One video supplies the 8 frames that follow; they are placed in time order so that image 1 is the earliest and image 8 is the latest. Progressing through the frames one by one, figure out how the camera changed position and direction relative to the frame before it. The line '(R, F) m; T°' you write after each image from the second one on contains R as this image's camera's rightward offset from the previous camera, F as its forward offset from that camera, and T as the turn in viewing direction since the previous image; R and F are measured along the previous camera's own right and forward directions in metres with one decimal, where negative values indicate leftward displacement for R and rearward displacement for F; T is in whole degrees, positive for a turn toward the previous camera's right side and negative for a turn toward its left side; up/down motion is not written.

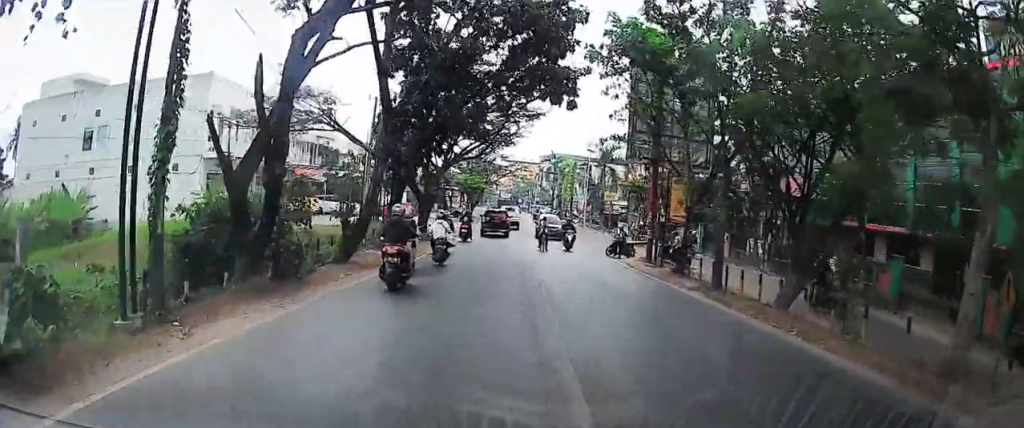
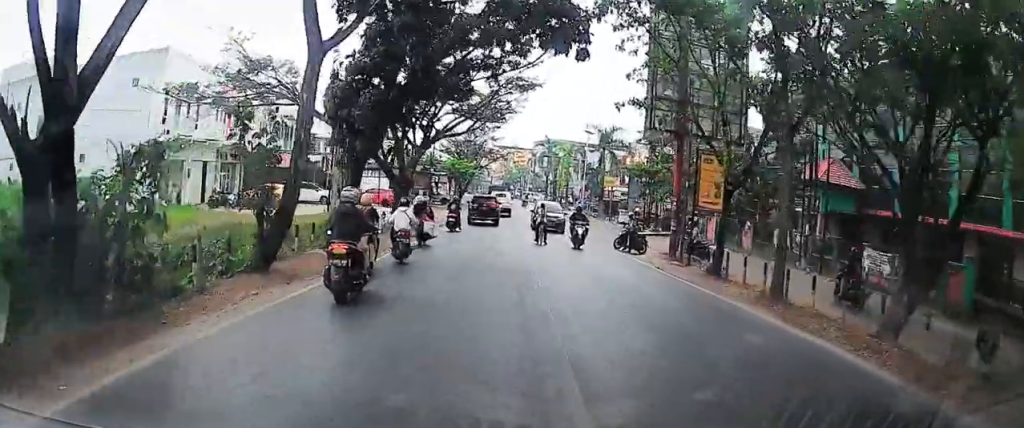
(0.0, +6.0) m; +1°
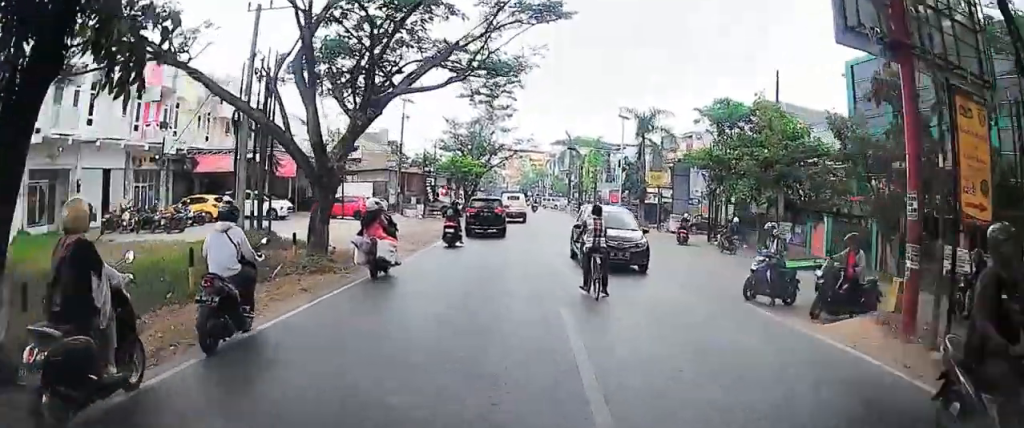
(+0.5, +17.4) m; 0°
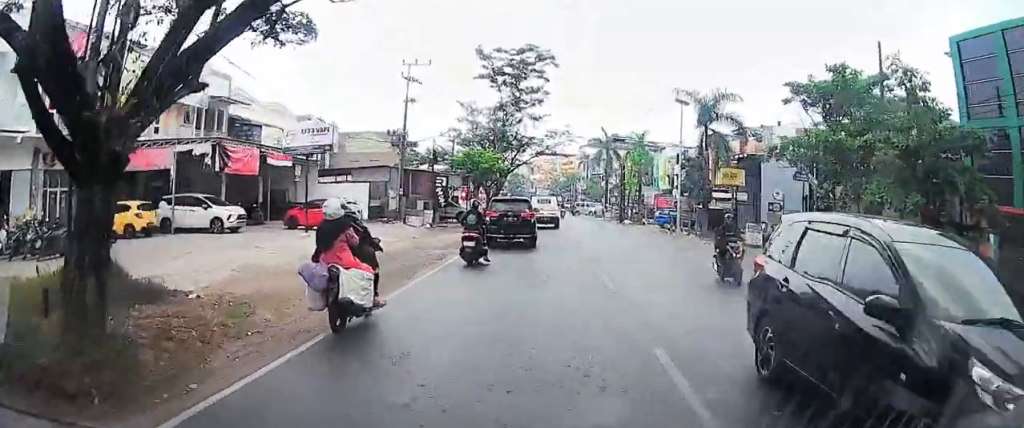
(-0.4, +13.5) m; -2°
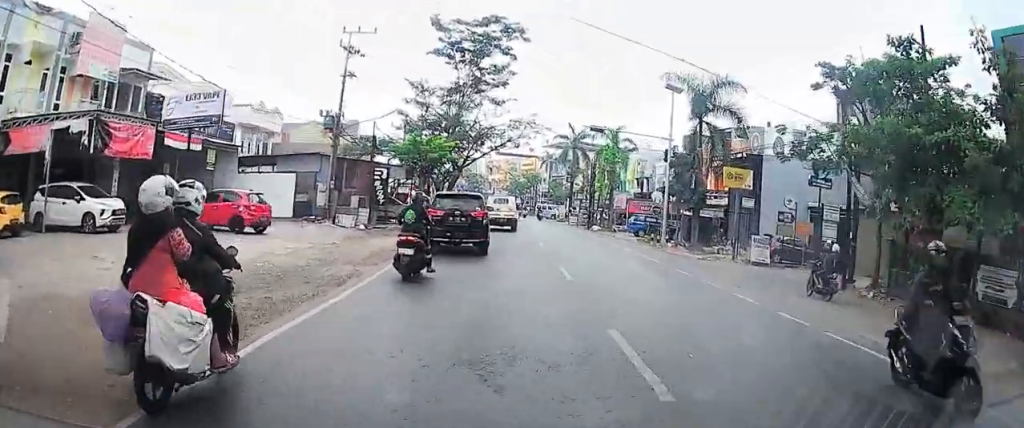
(0.0, +7.5) m; -1°
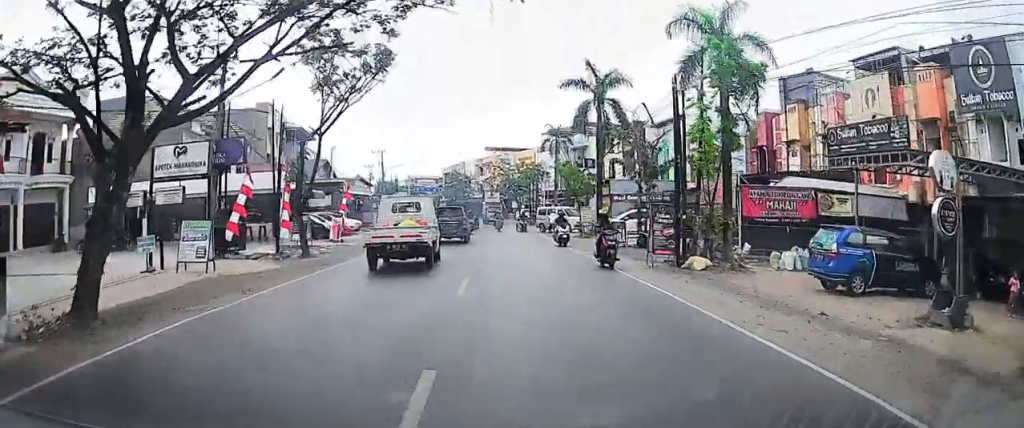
(+2.1, +27.6) m; +10°
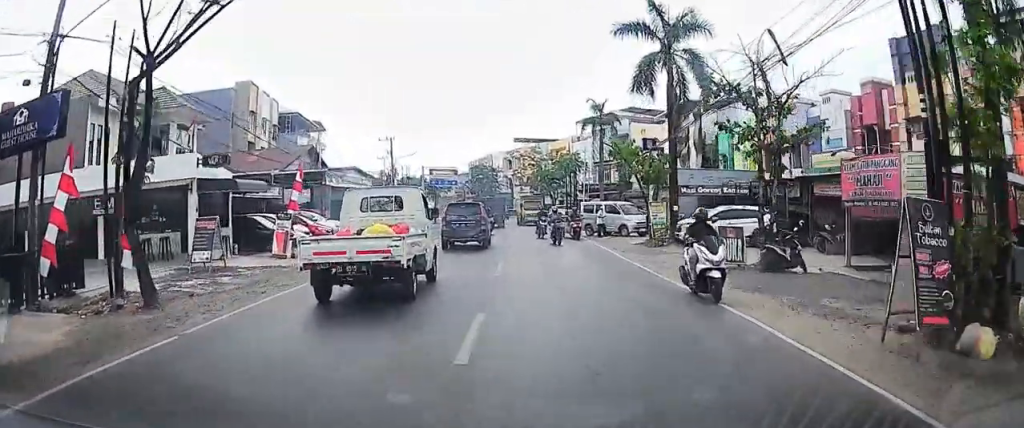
(+0.1, +10.8) m; -2°
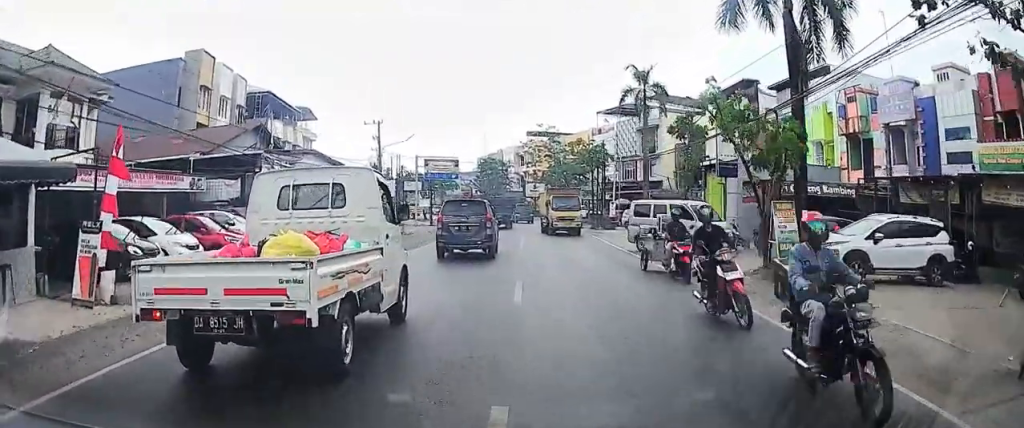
(-0.7, +14.3) m; -4°
